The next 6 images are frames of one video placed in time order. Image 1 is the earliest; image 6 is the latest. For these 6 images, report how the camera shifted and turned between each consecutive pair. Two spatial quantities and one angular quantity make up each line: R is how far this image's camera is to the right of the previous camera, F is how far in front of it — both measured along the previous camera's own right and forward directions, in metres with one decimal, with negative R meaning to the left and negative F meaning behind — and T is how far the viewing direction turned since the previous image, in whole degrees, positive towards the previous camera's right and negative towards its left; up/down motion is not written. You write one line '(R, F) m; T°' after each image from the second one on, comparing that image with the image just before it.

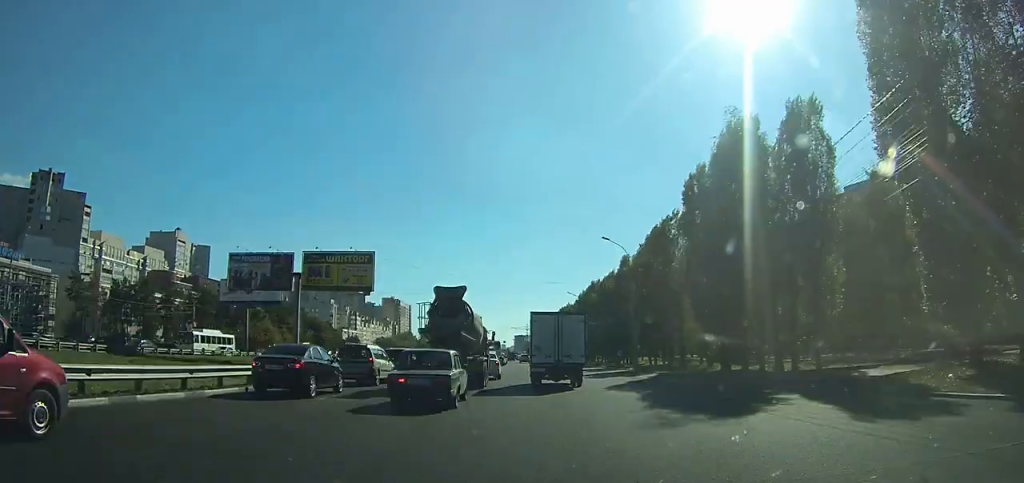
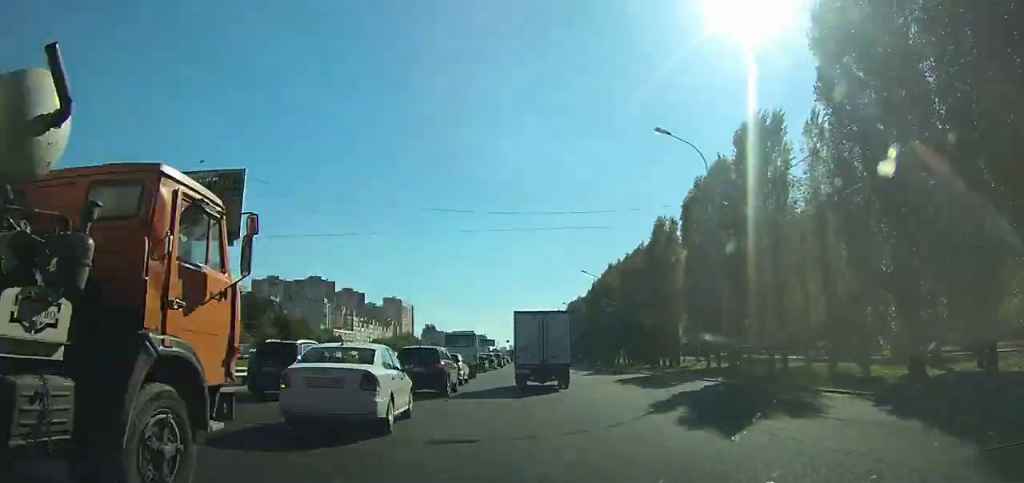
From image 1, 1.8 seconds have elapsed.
(0.0, +23.0) m; -1°
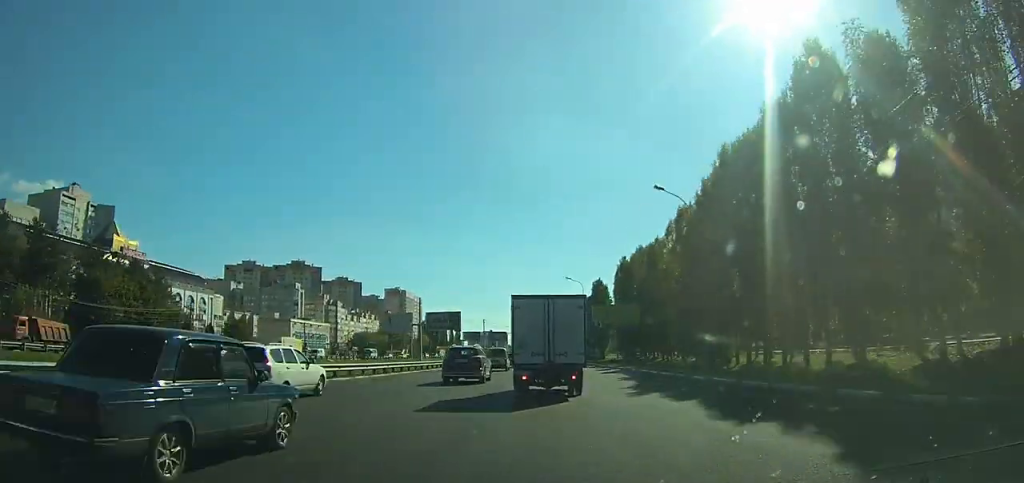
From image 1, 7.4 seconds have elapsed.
(-1.1, +63.7) m; -2°
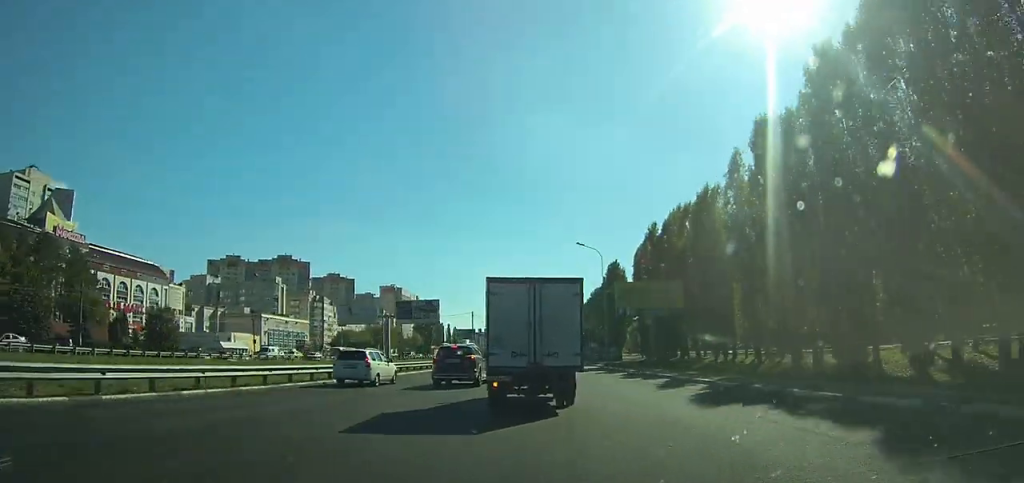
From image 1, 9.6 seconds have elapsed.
(0.0, +22.3) m; 0°
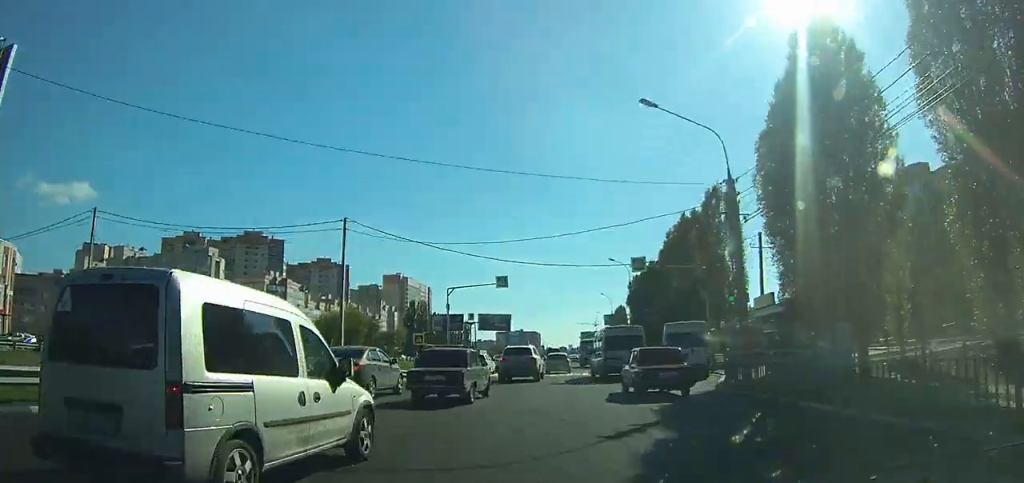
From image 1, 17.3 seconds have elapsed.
(-0.6, +71.1) m; -2°
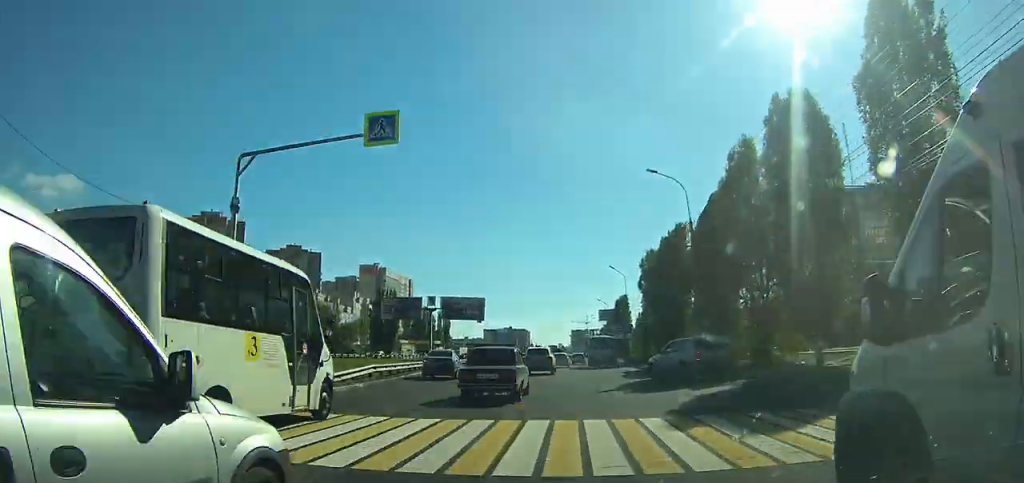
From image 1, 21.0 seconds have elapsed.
(-0.3, +29.4) m; -1°
